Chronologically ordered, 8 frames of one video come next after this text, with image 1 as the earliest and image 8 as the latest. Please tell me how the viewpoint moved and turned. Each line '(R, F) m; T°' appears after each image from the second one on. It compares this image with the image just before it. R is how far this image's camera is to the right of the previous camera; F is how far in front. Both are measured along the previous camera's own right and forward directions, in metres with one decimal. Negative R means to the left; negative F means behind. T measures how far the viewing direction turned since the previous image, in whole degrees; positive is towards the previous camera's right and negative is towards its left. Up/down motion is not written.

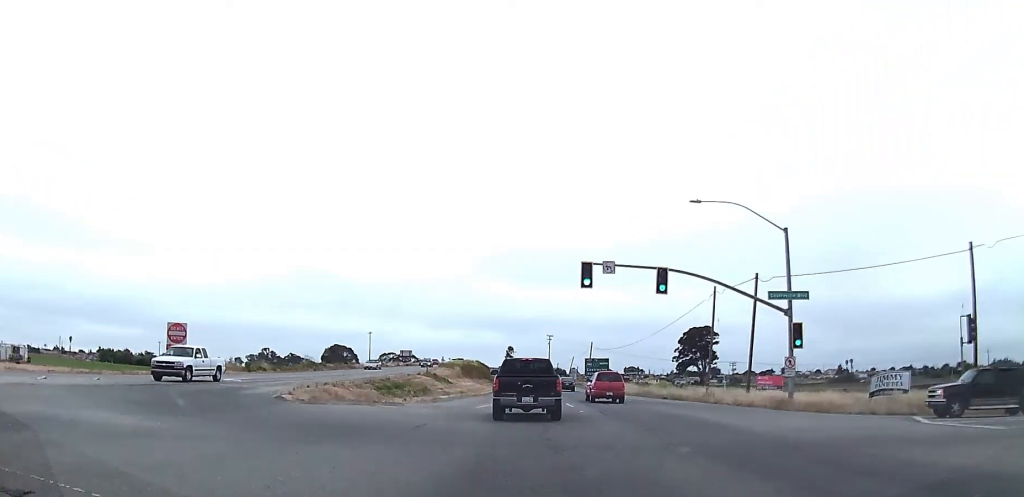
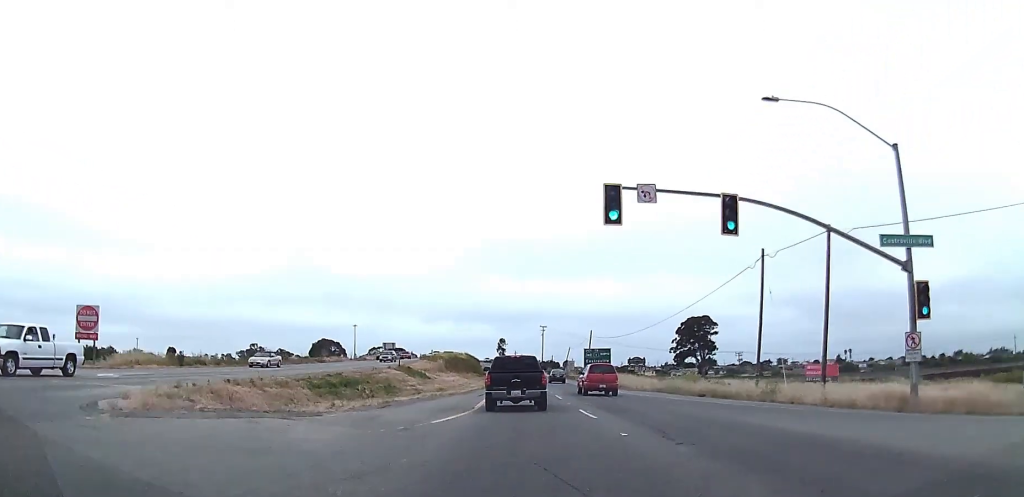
(+0.3, +12.3) m; 0°
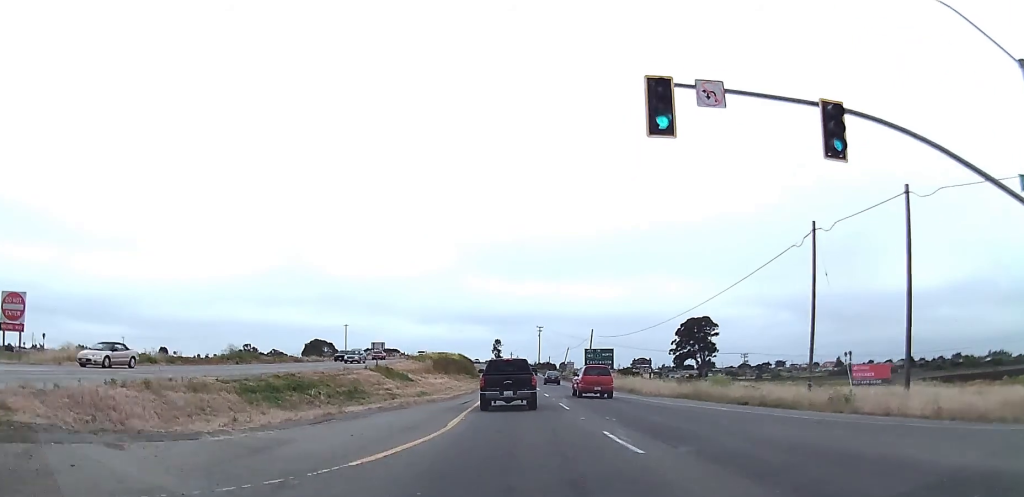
(-0.2, +7.8) m; -1°
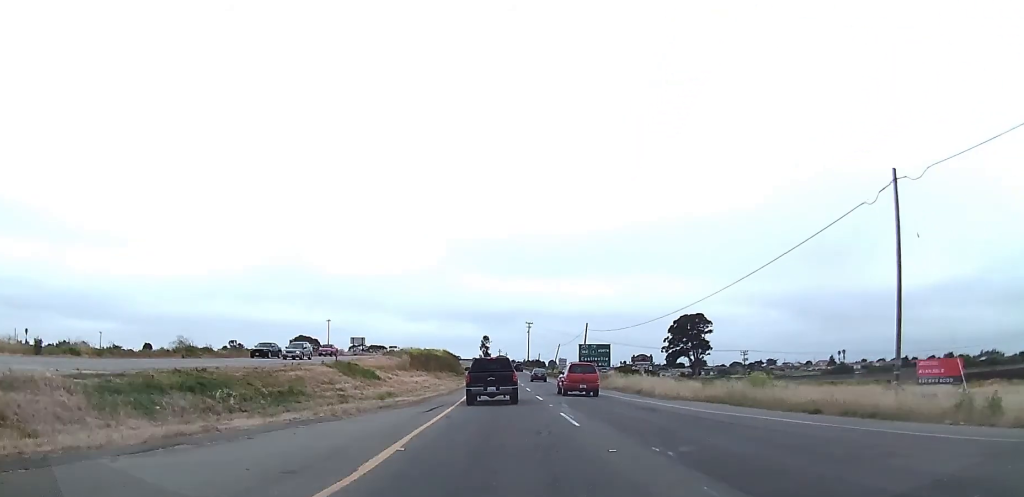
(+0.1, +8.9) m; +1°
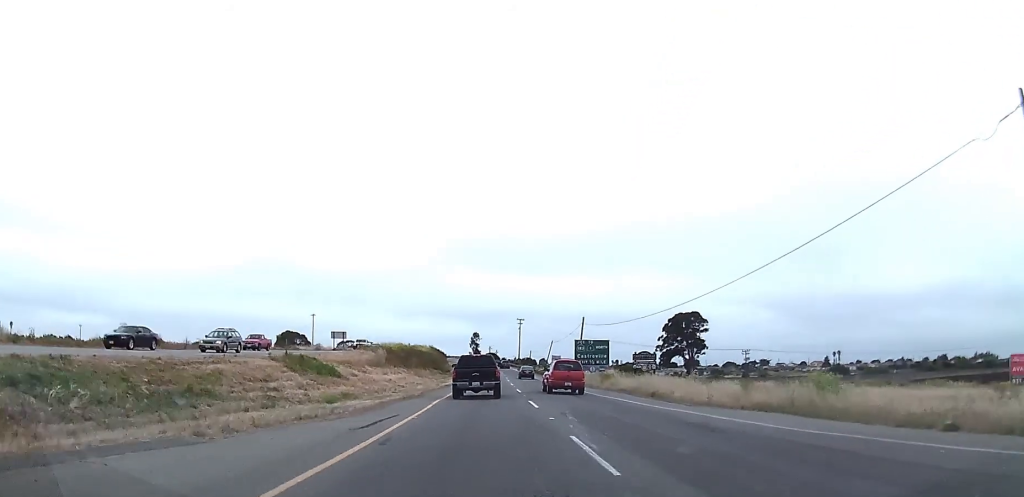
(0.0, +8.1) m; +1°
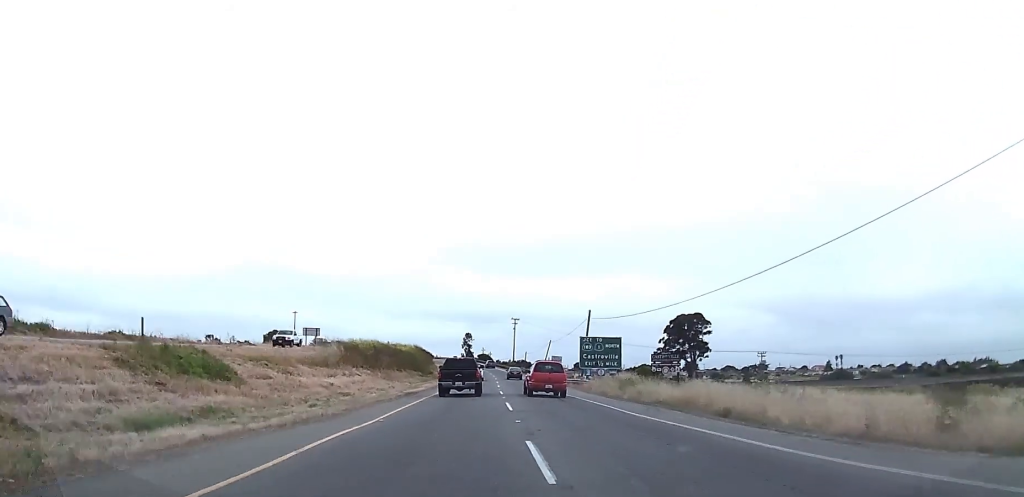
(+0.1, +14.5) m; +1°
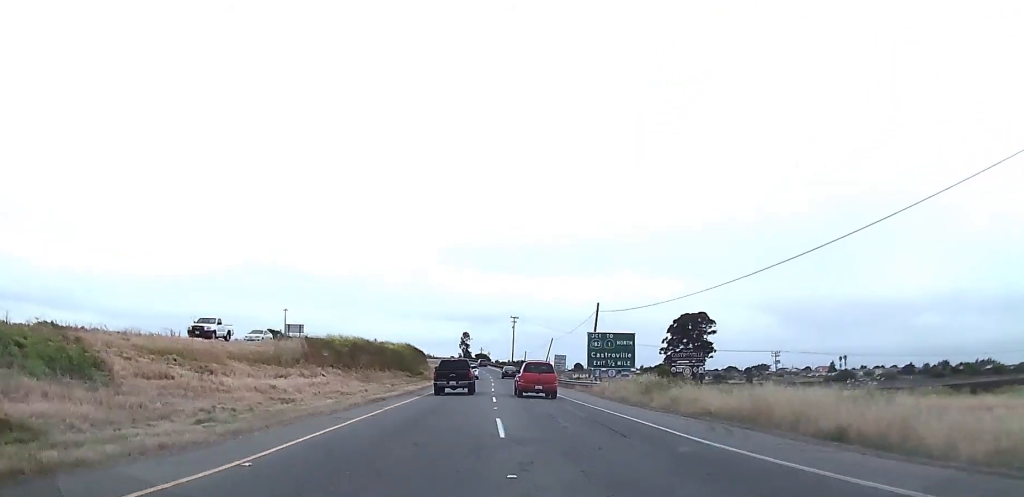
(0.0, +8.8) m; +1°
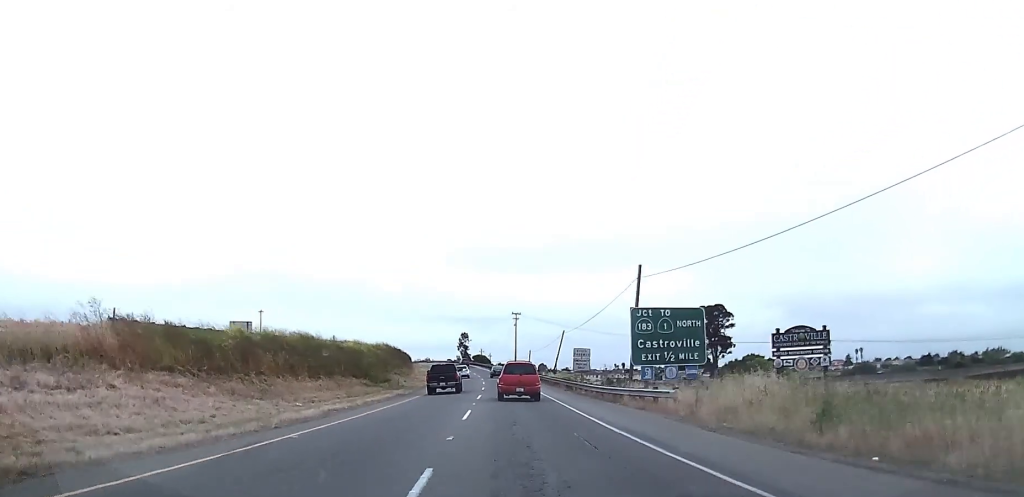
(+0.3, +23.0) m; +1°
